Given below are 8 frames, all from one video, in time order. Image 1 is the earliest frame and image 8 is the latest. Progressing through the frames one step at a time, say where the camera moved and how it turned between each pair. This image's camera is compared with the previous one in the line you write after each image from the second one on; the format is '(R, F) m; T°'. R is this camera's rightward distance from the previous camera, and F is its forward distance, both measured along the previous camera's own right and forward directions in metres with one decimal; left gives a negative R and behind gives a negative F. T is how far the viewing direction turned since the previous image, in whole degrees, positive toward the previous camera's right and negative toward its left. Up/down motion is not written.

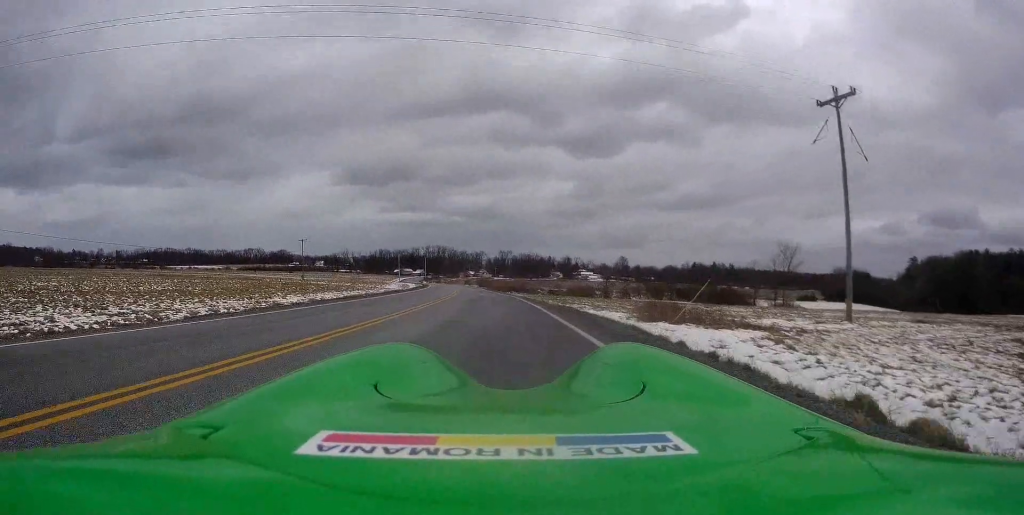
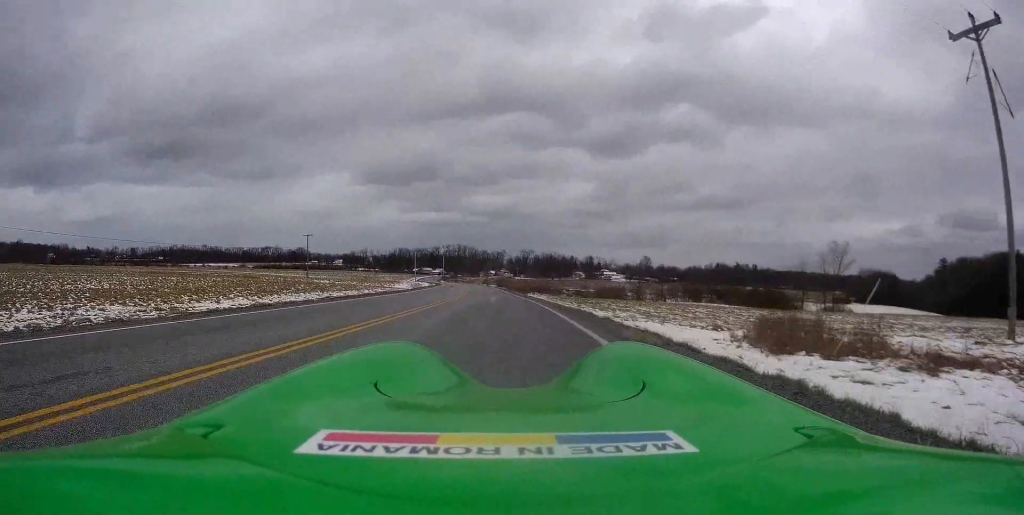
(-0.1, +11.8) m; -4°
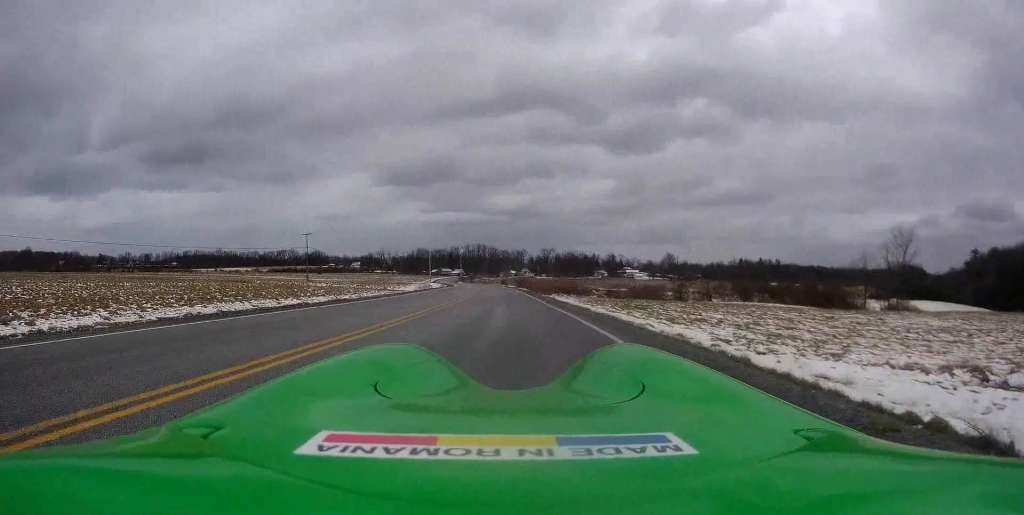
(-0.8, +13.4) m; -5°
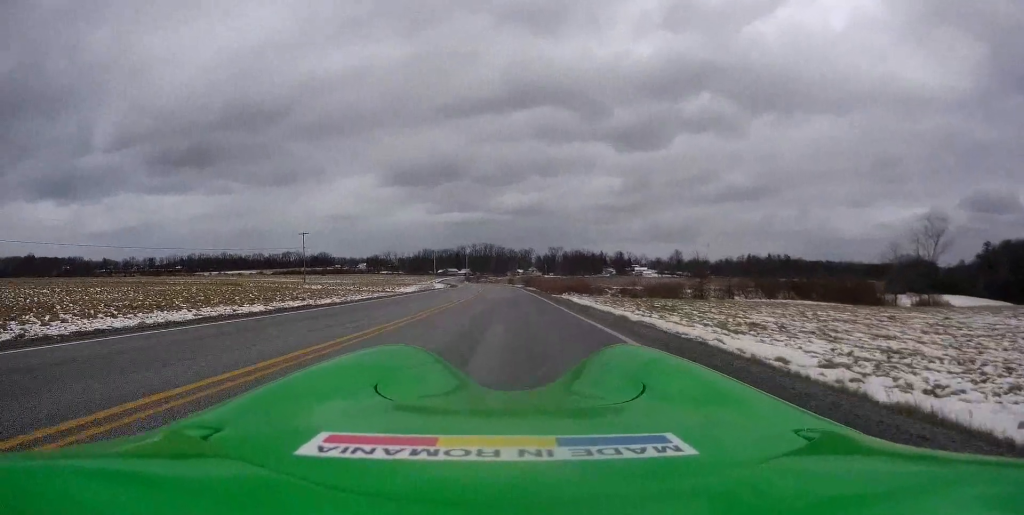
(-0.1, +6.2) m; 0°
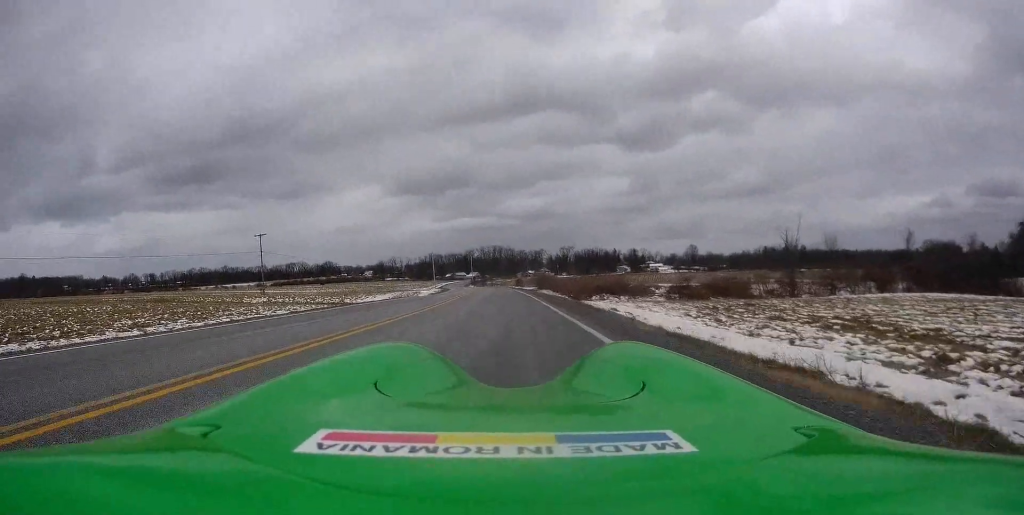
(+1.5, +25.4) m; +4°
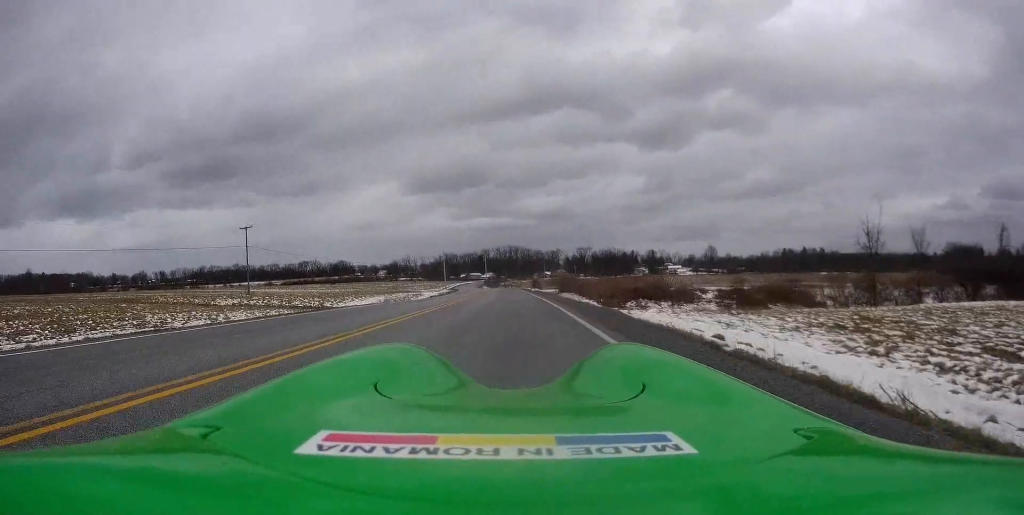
(-0.1, +11.8) m; -6°
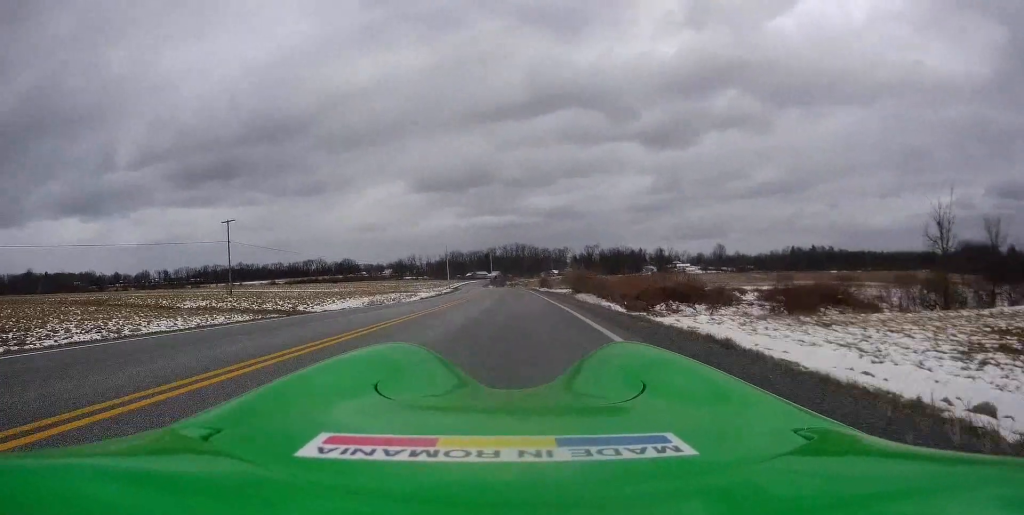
(-1.1, +7.9) m; -2°
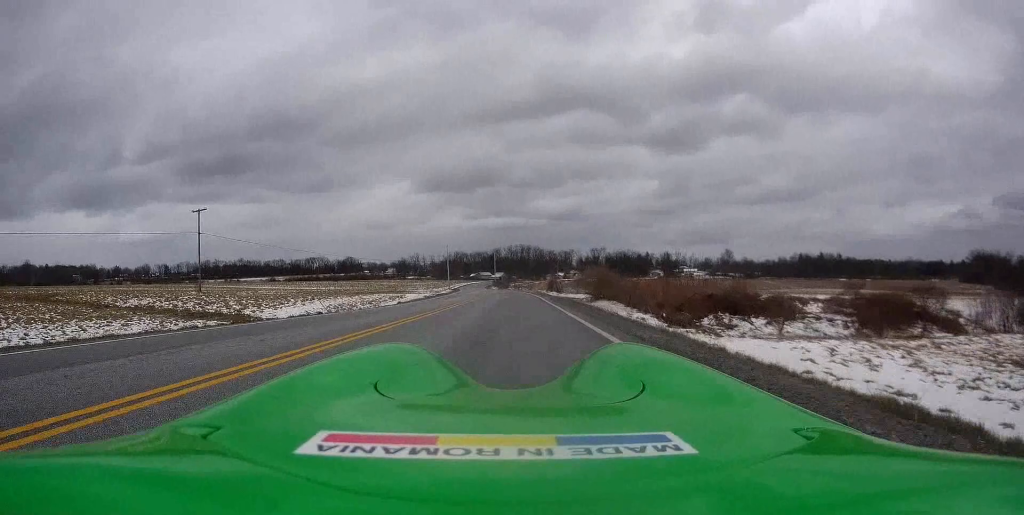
(+0.4, +9.6) m; +1°
